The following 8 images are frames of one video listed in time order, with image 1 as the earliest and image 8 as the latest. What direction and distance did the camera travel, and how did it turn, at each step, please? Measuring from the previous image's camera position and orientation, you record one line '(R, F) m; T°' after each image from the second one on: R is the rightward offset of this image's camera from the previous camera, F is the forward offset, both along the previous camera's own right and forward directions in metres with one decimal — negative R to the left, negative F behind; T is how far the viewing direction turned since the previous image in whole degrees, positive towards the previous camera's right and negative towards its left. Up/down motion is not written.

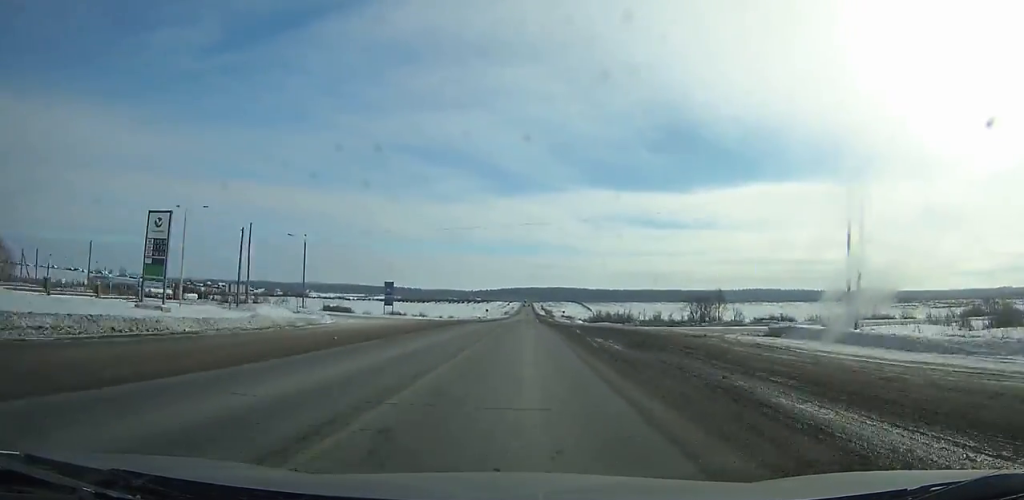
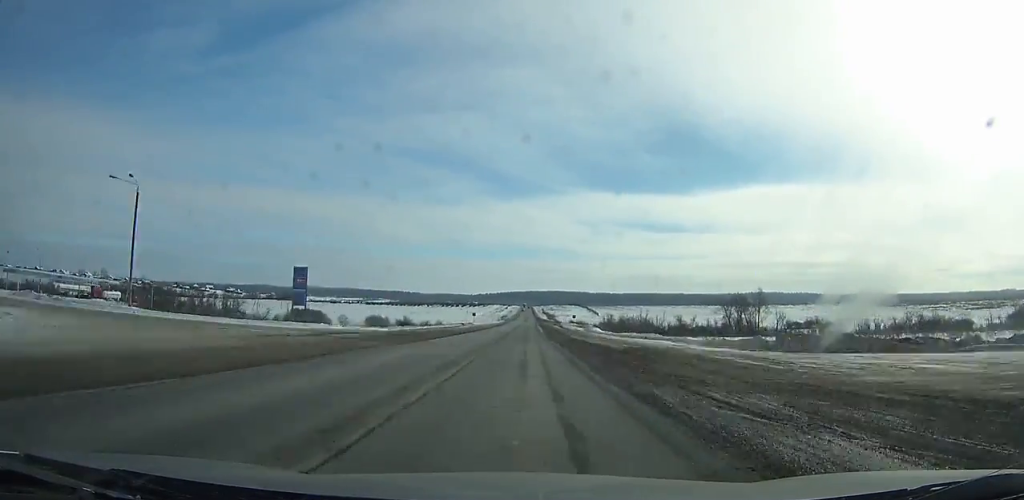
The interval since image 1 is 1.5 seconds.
(-0.2, +38.8) m; 0°
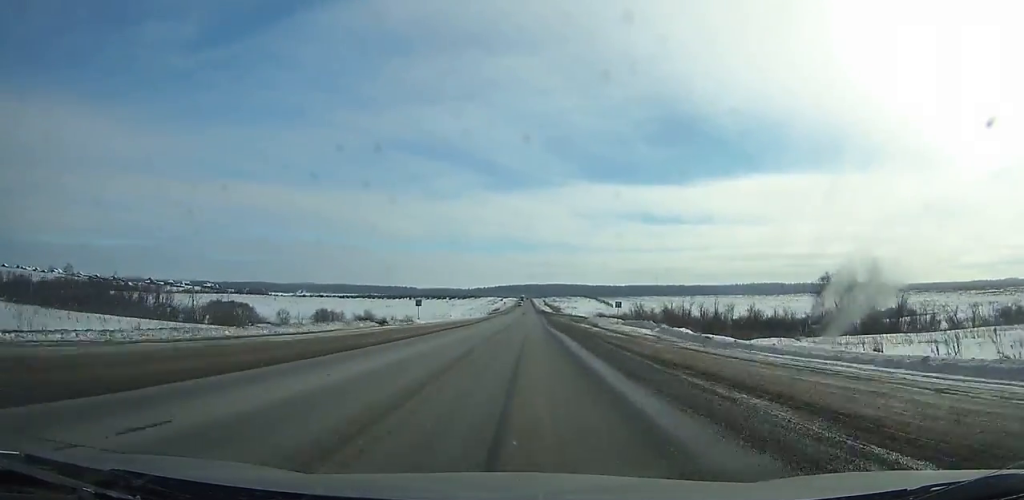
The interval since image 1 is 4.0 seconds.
(-0.1, +64.7) m; 0°
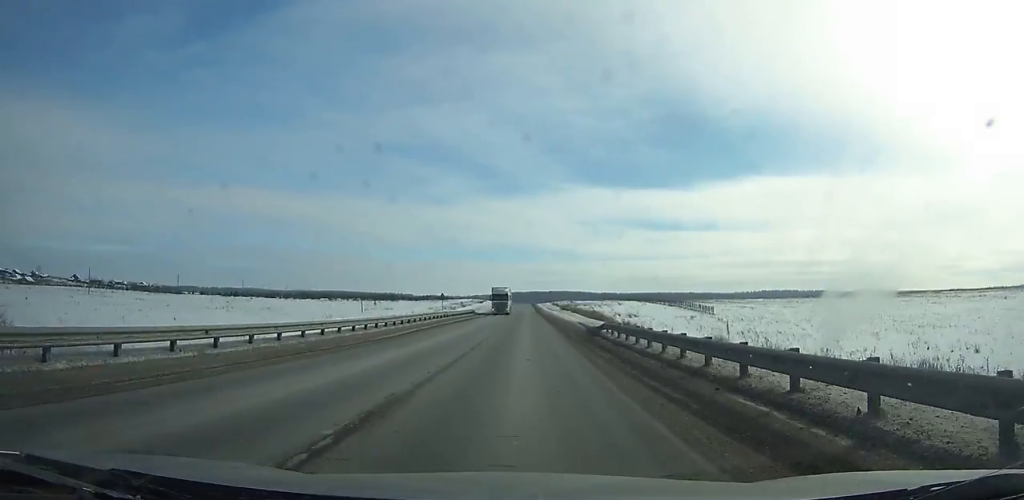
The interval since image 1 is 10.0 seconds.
(+0.2, +155.7) m; 0°
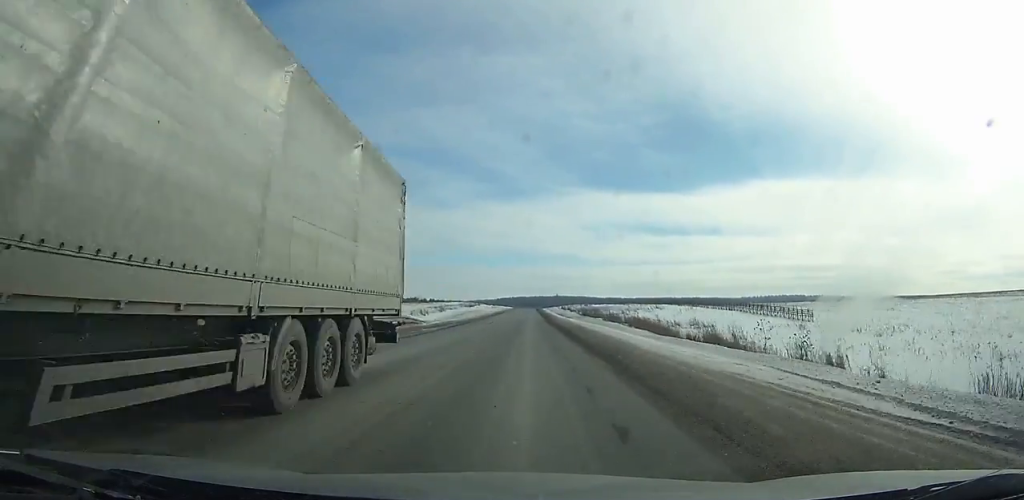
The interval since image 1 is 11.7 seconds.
(-0.1, +44.1) m; 0°
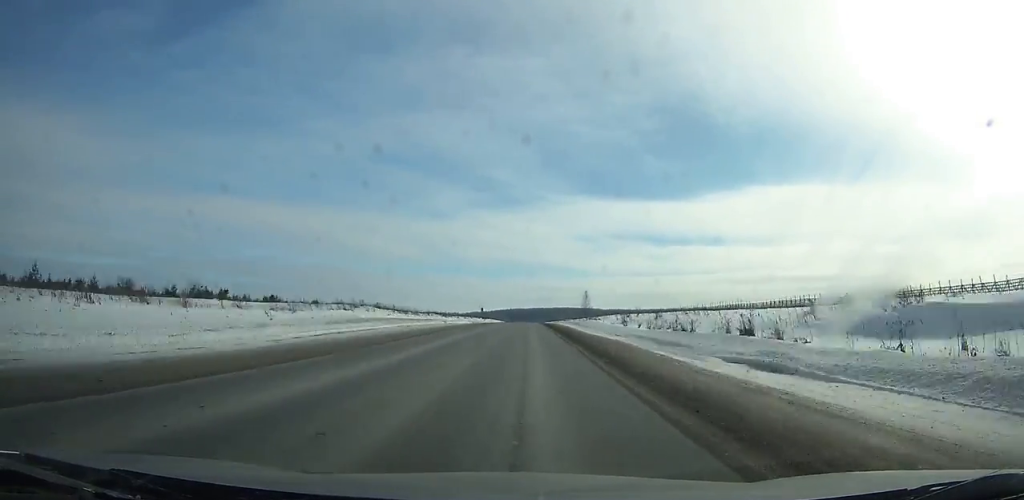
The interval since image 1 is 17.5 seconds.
(-0.3, +149.1) m; 0°
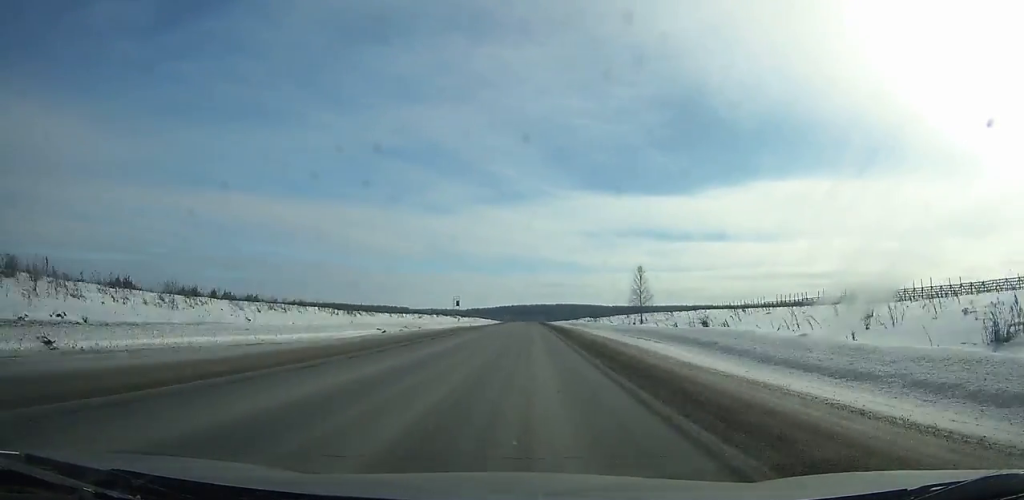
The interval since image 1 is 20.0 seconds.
(-0.1, +63.4) m; 0°
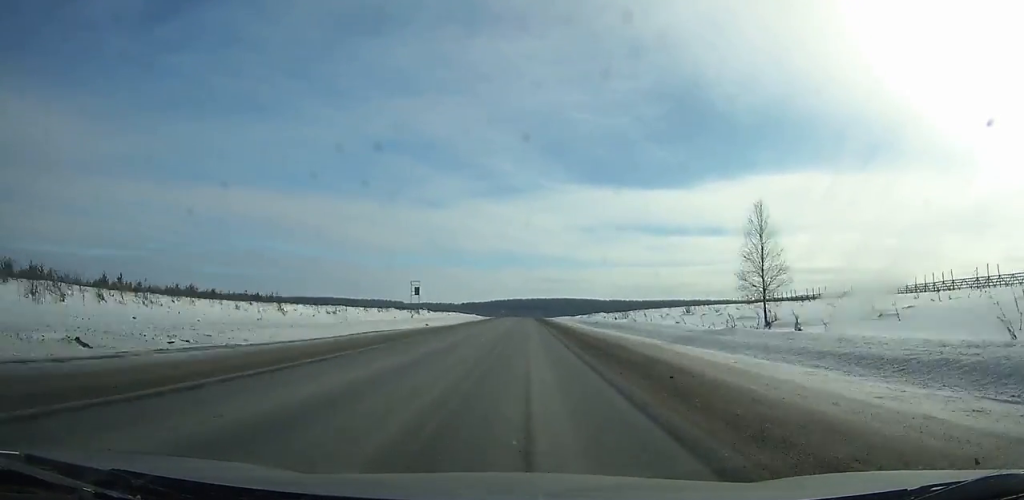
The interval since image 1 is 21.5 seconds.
(0.0, +37.9) m; 0°
